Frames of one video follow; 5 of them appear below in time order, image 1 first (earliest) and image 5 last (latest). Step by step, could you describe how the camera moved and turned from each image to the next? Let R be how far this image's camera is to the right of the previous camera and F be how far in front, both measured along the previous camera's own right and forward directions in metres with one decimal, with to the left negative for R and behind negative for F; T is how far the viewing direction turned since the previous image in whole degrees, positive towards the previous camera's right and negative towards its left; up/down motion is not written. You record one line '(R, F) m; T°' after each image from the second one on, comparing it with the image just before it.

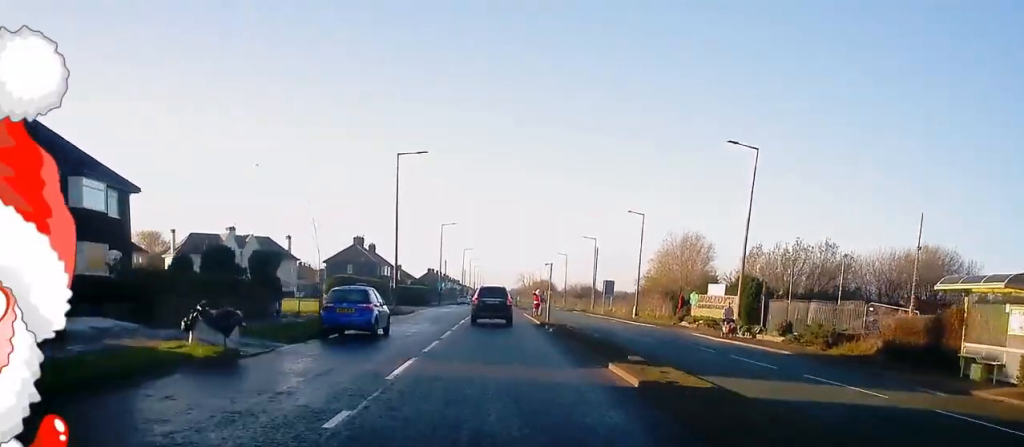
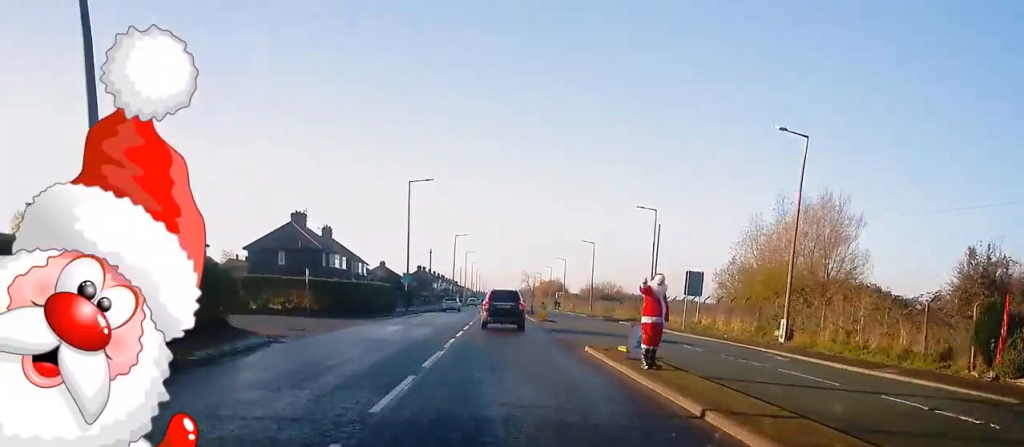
(+0.9, +39.5) m; +1°
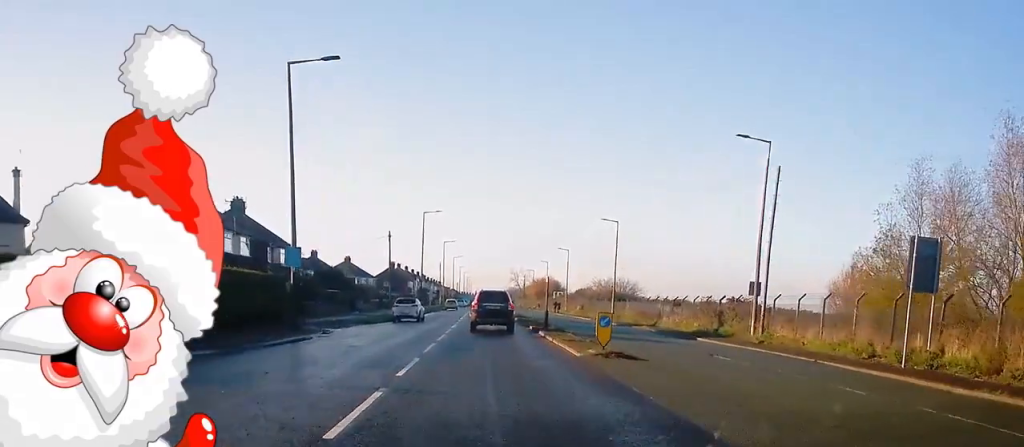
(-0.5, +32.3) m; 0°
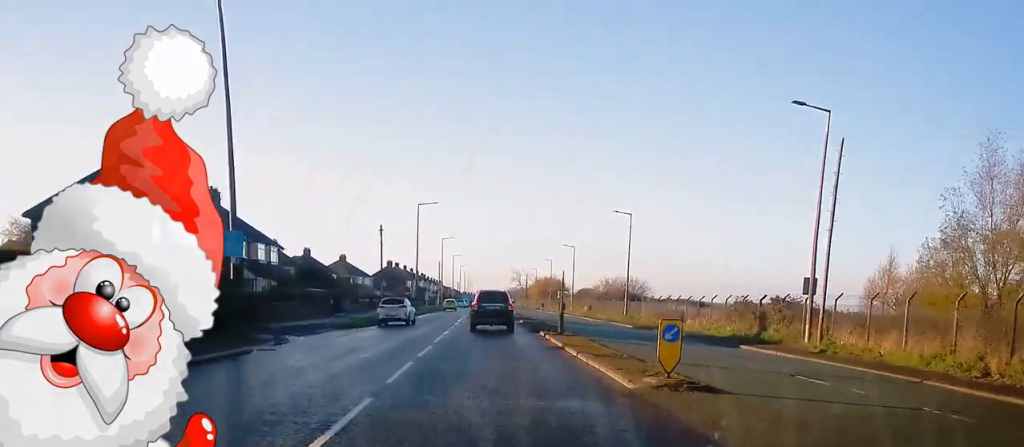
(+0.1, +7.0) m; 0°
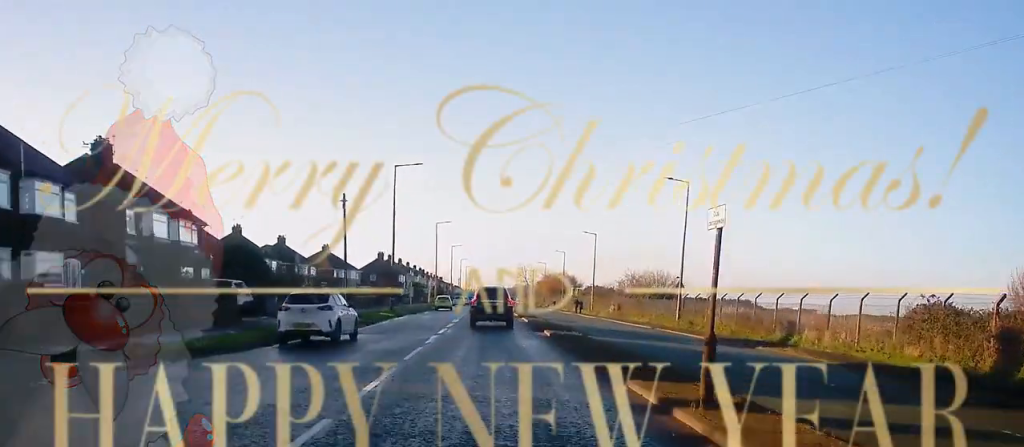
(-0.3, +20.1) m; +1°
